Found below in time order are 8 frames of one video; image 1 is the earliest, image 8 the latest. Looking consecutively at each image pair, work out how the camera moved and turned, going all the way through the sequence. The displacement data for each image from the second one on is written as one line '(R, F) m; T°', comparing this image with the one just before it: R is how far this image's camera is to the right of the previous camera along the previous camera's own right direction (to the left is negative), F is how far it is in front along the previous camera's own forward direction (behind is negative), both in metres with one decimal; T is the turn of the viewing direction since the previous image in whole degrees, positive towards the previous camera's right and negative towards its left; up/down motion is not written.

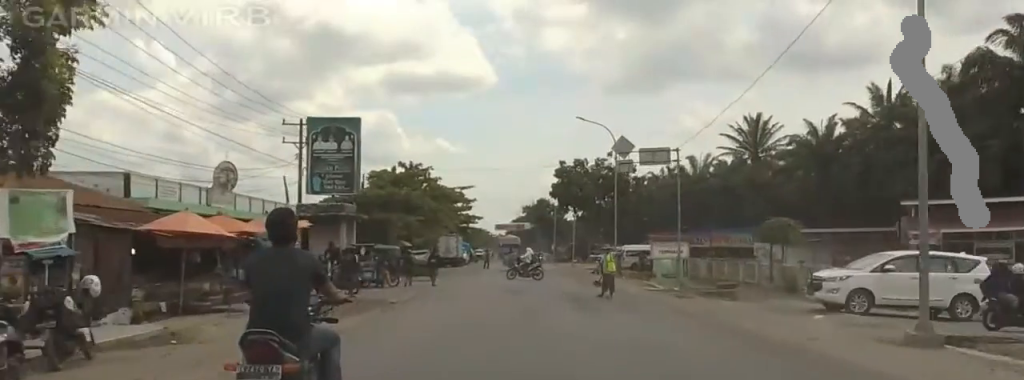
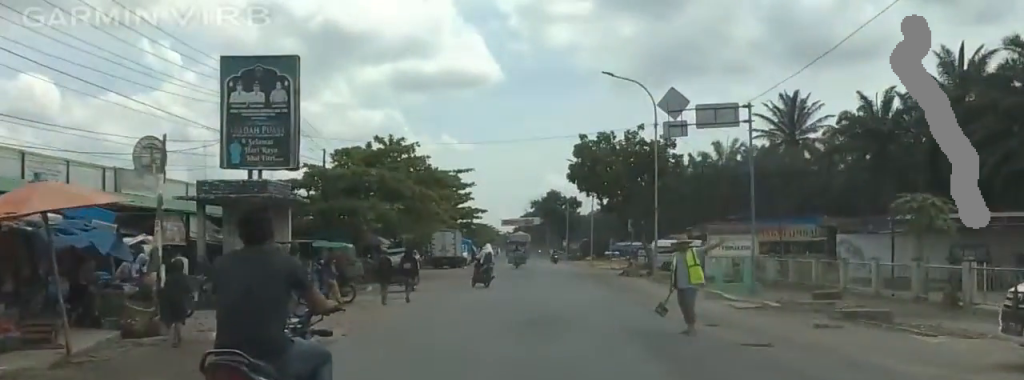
(-0.3, +13.7) m; 0°
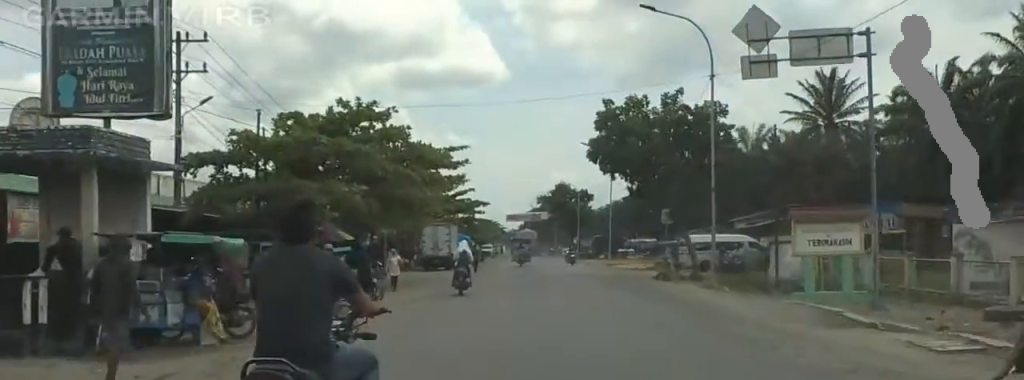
(+0.2, +11.7) m; +1°
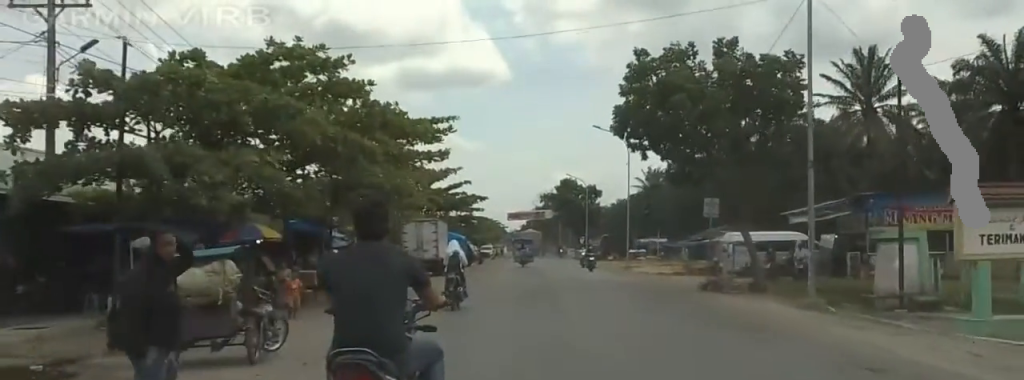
(+0.1, +11.0) m; 0°
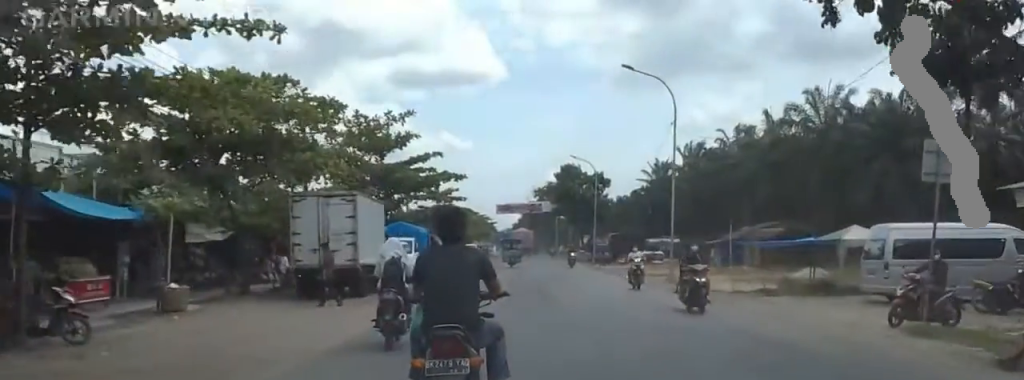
(0.0, +24.0) m; 0°
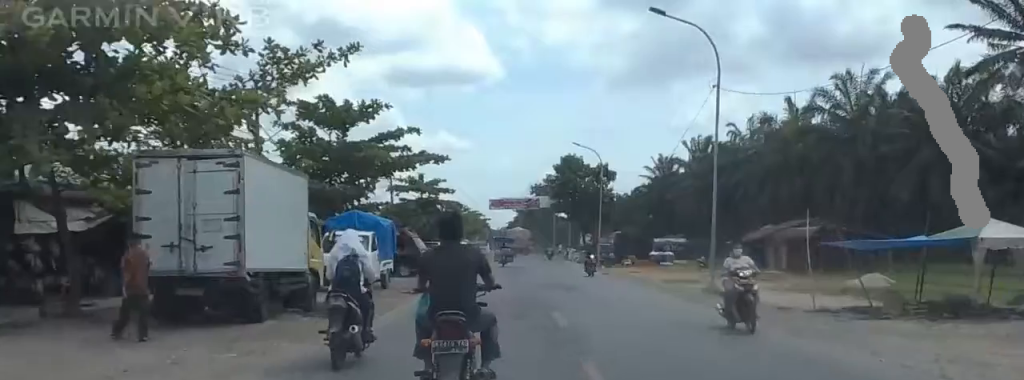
(0.0, +10.1) m; 0°
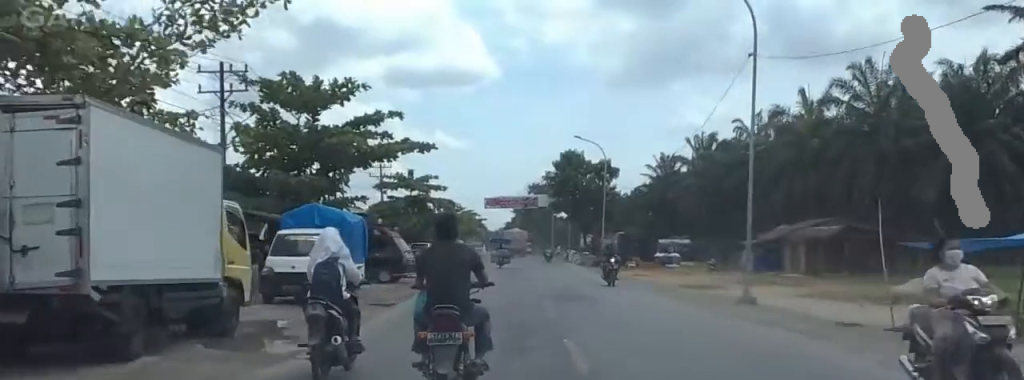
(0.0, +5.3) m; 0°
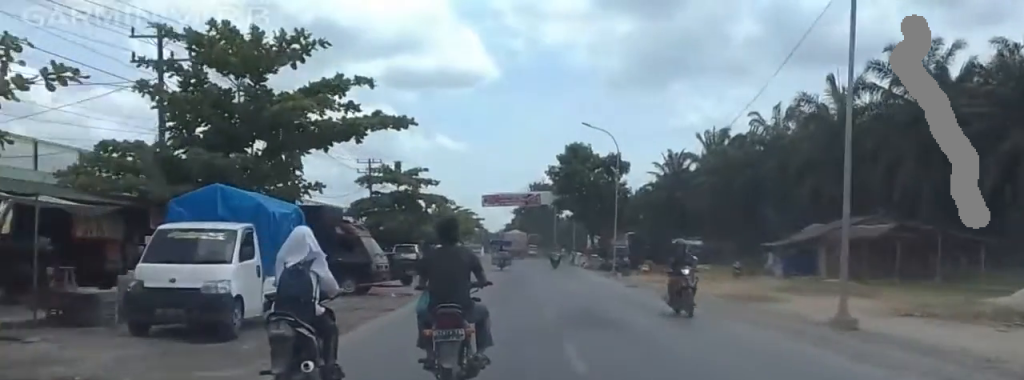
(0.0, +7.5) m; 0°
